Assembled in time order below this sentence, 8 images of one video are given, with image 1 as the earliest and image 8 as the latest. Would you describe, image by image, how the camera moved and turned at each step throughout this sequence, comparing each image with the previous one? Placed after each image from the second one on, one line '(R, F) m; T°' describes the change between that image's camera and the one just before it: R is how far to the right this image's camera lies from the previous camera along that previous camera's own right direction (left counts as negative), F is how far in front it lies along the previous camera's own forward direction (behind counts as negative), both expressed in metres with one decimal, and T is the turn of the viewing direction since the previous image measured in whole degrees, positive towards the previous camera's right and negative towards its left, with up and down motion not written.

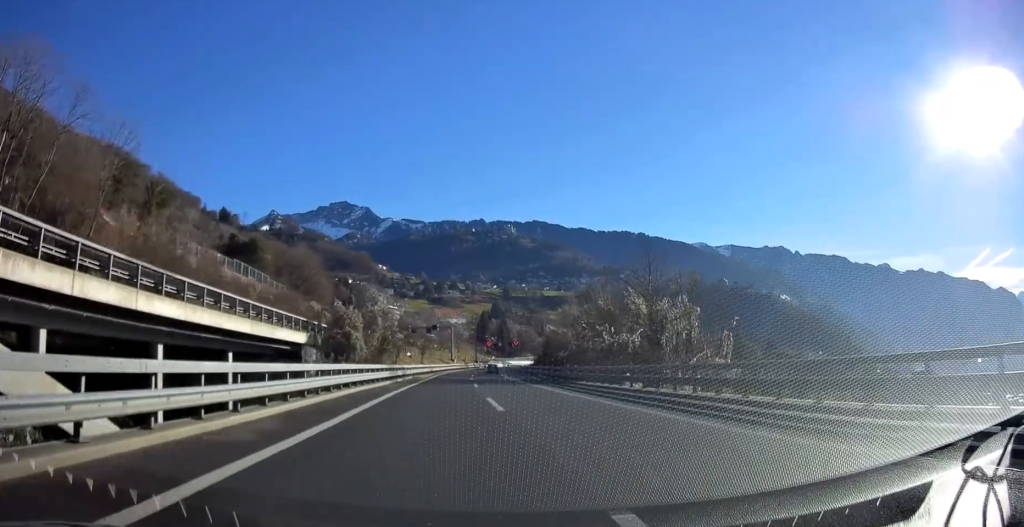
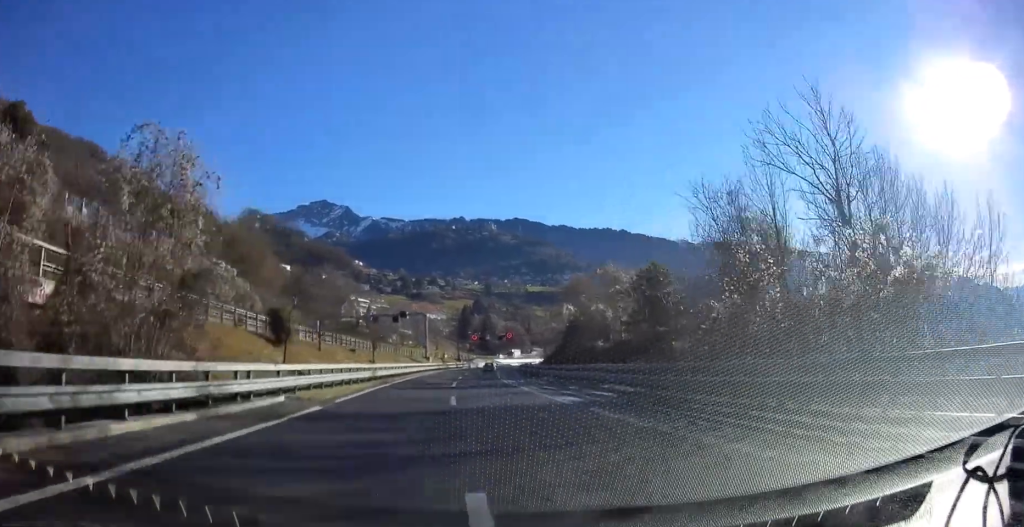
(+0.3, +34.7) m; +2°
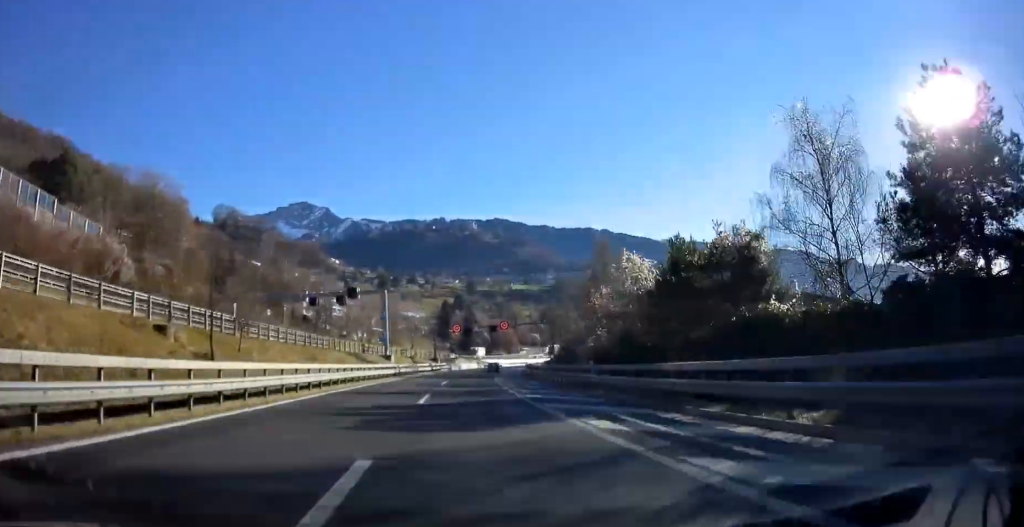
(+0.7, +33.8) m; +2°
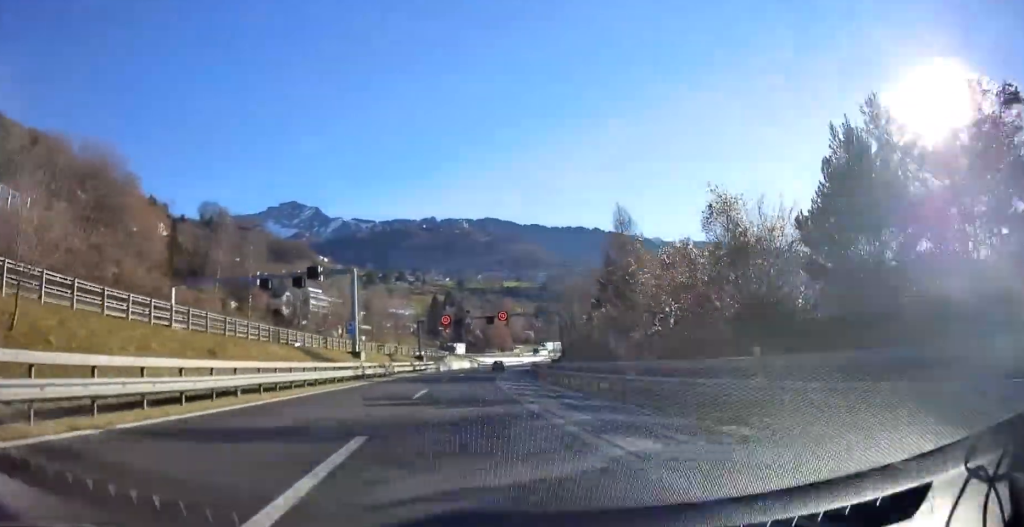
(+0.1, +15.0) m; +1°
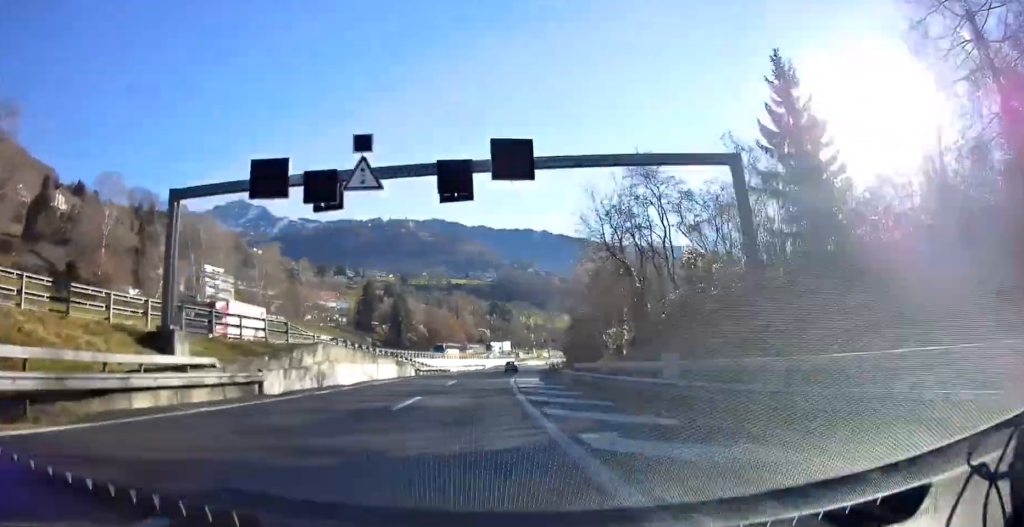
(+2.5, +59.1) m; +6°
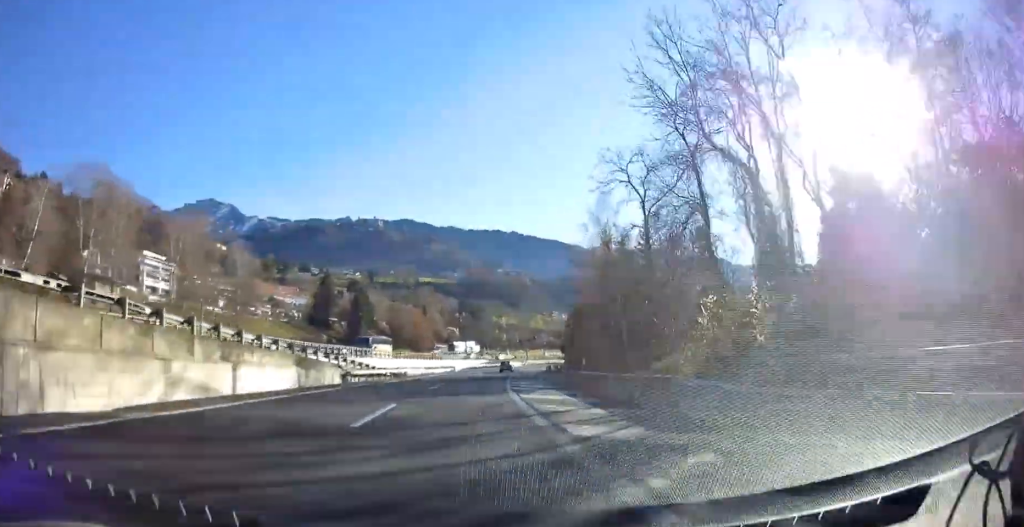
(+0.4, +22.5) m; +3°
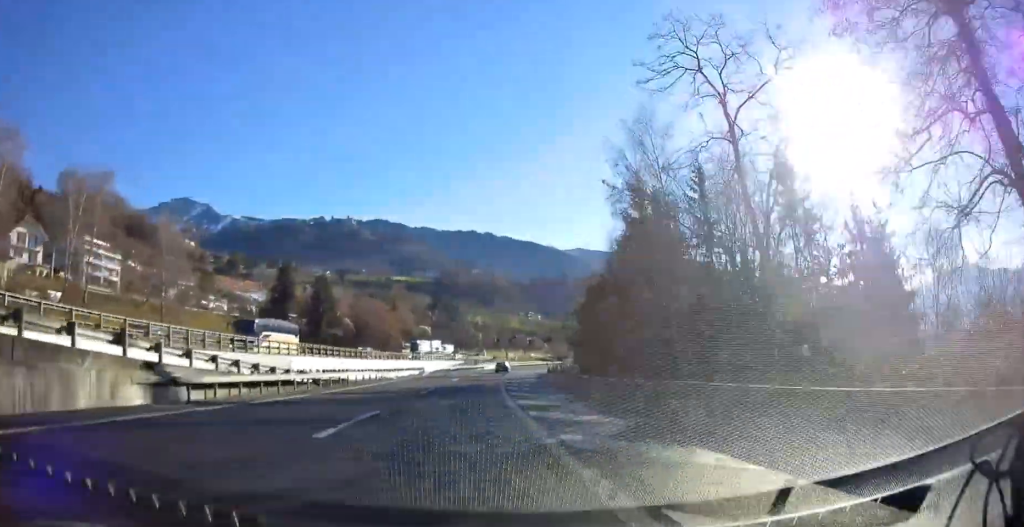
(+0.6, +19.7) m; +2°
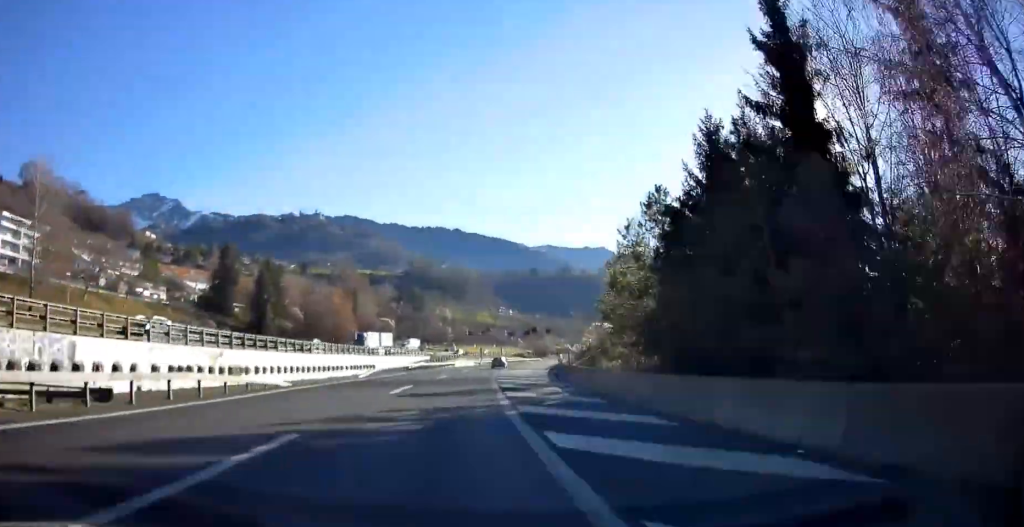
(+0.6, +23.5) m; +3°
